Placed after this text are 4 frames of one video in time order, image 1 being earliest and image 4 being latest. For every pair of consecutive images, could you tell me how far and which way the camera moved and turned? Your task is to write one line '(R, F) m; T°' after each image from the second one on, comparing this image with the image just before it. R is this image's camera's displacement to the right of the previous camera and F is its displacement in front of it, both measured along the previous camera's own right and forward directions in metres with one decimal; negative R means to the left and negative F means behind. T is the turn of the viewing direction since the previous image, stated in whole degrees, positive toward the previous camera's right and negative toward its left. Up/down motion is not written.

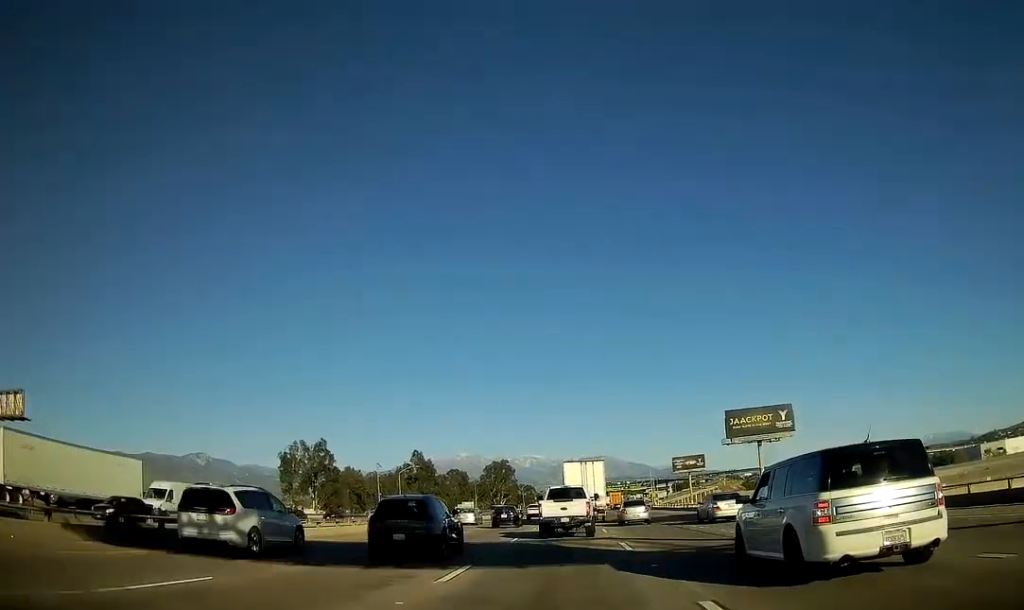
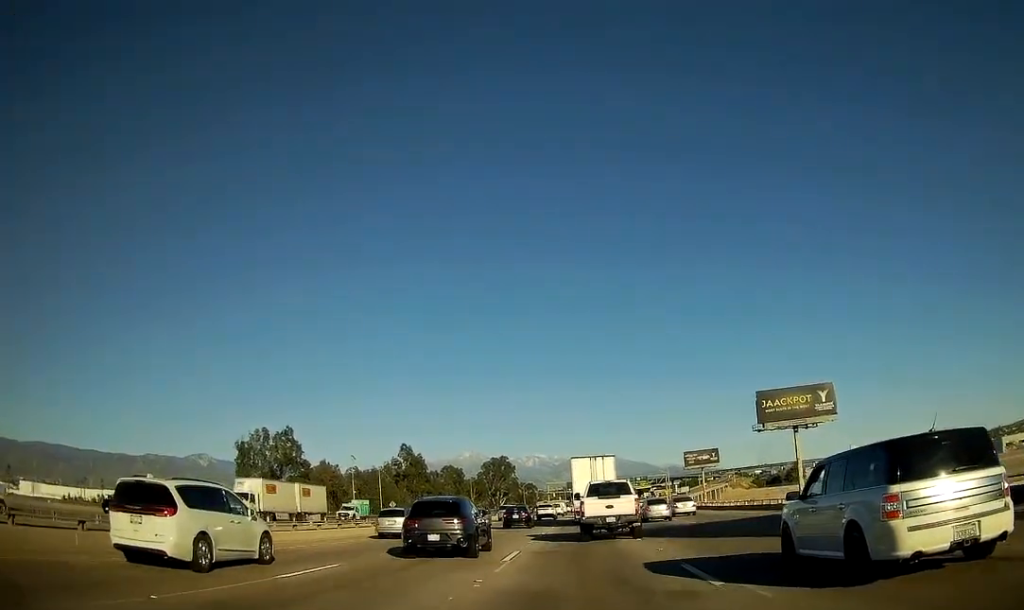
(+0.2, +23.9) m; 0°
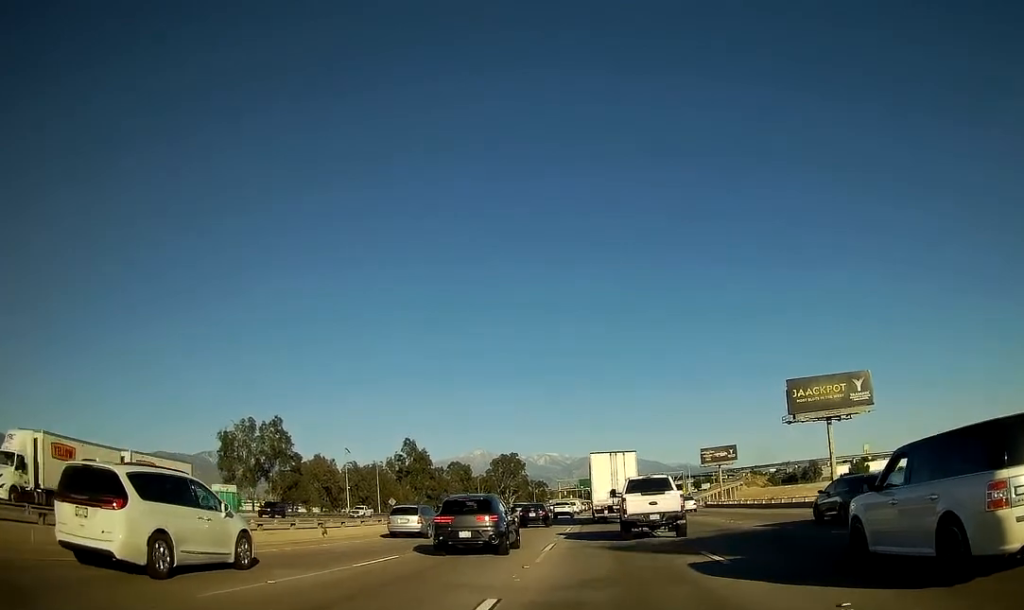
(0.0, +11.6) m; 0°
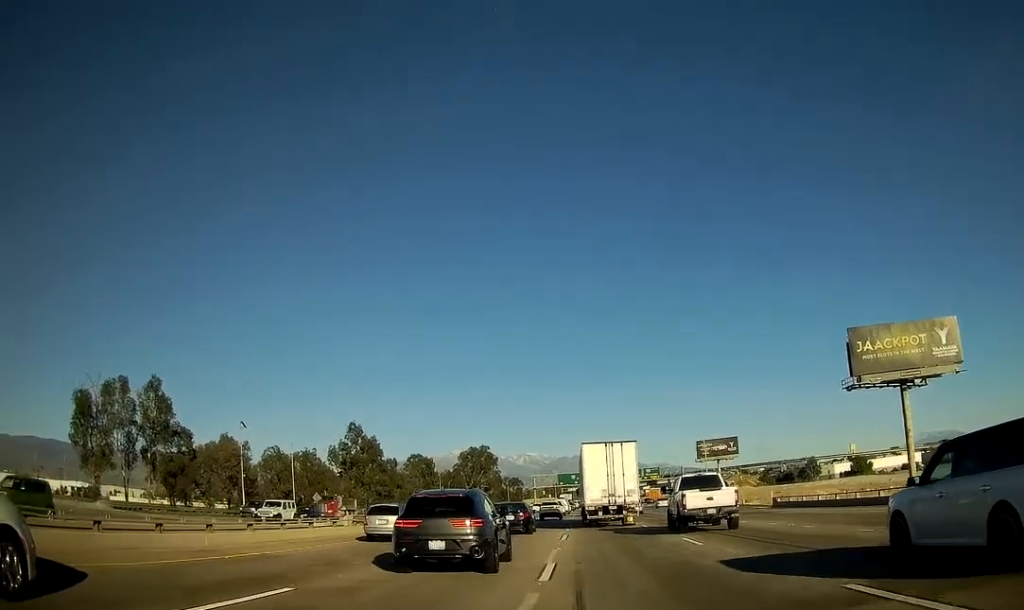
(+1.0, +37.2) m; +2°
